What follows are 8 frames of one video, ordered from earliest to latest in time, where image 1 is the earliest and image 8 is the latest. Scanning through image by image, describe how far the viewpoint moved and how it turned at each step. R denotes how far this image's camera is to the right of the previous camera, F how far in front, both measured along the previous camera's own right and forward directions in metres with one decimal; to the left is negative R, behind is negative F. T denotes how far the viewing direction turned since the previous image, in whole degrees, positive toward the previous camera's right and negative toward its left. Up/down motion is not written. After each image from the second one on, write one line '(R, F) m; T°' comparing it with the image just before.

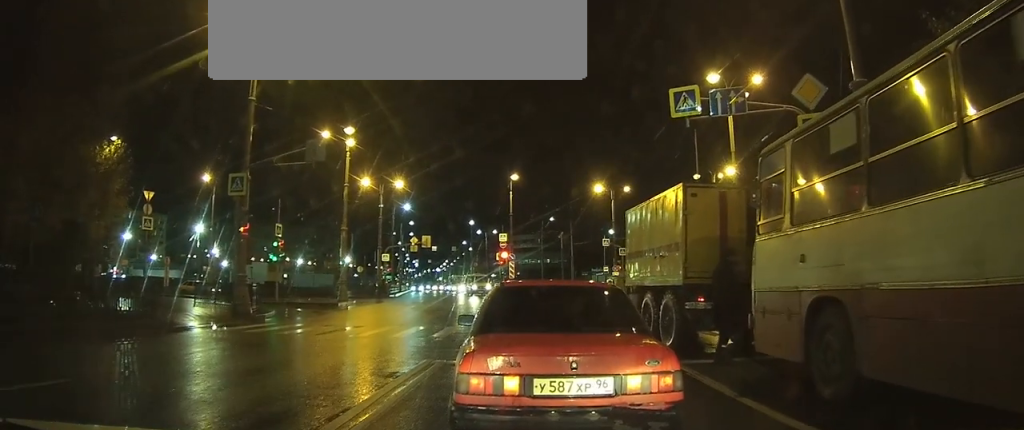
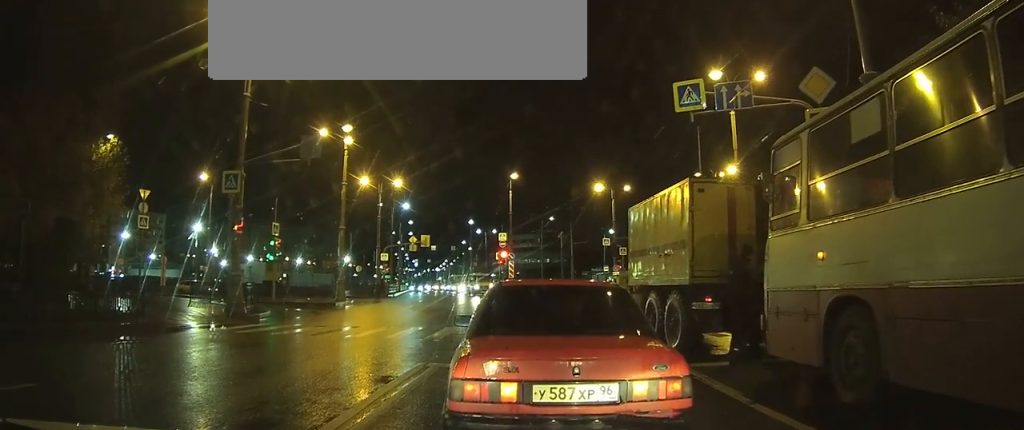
(0.0, +0.3) m; 0°
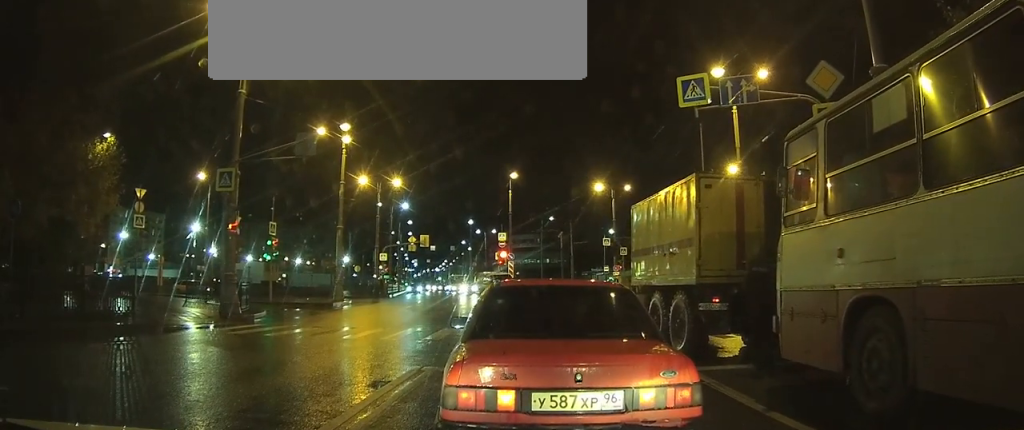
(0.0, +0.5) m; 0°
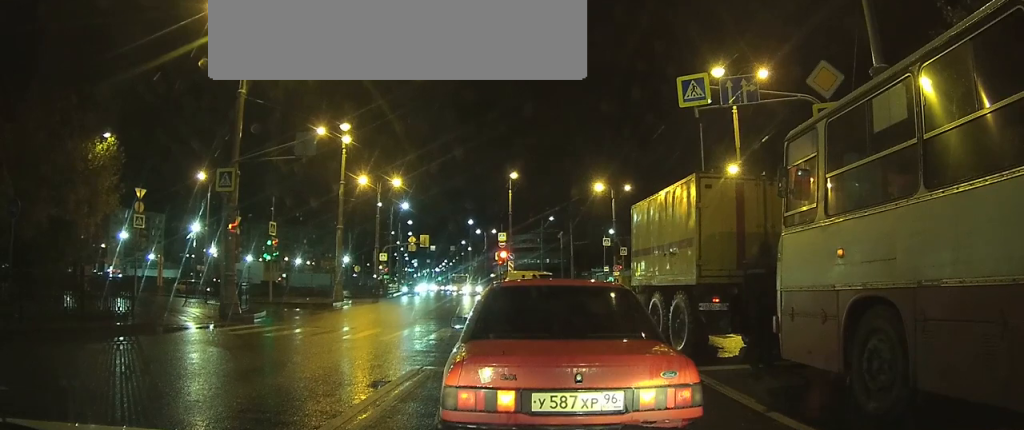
(+0.1, +0.2) m; 0°
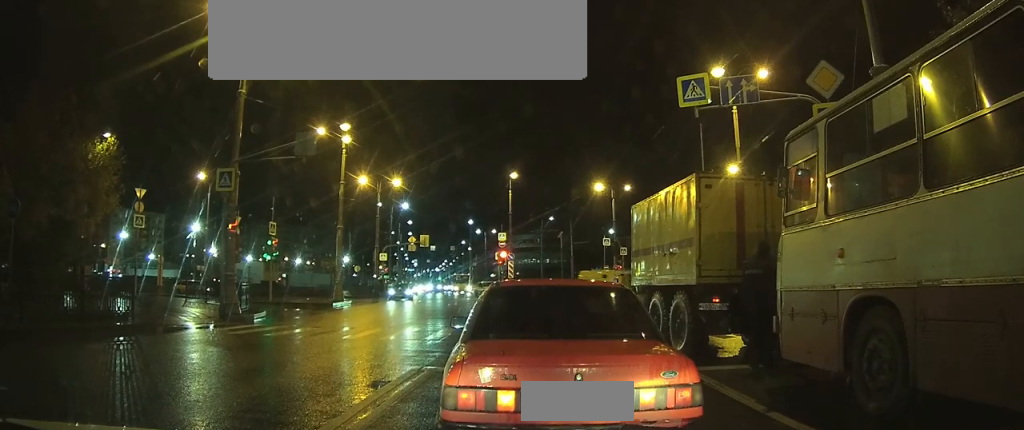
(+0.1, +0.1) m; 0°
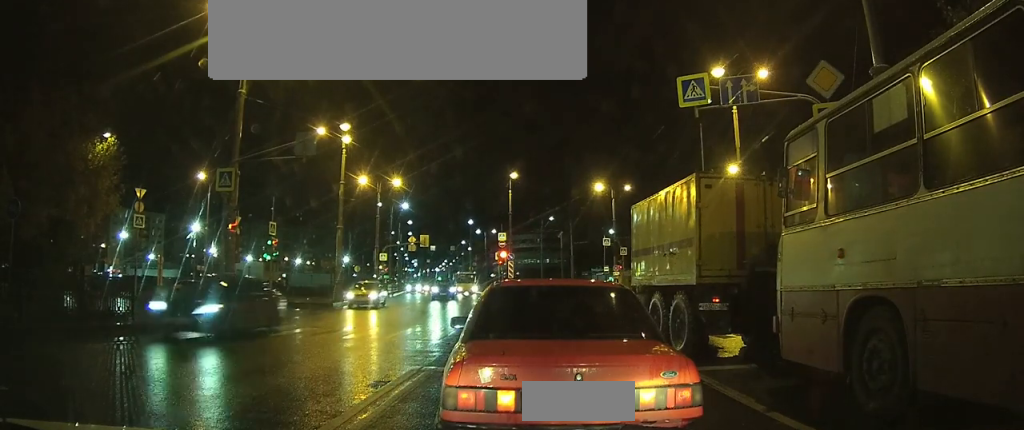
(+0.1, +0.1) m; 0°
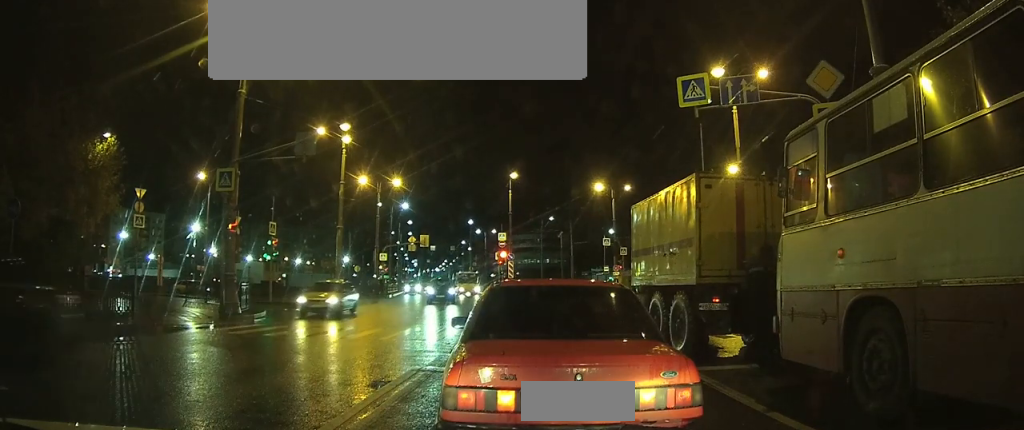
(0.0, 0.0) m; 0°
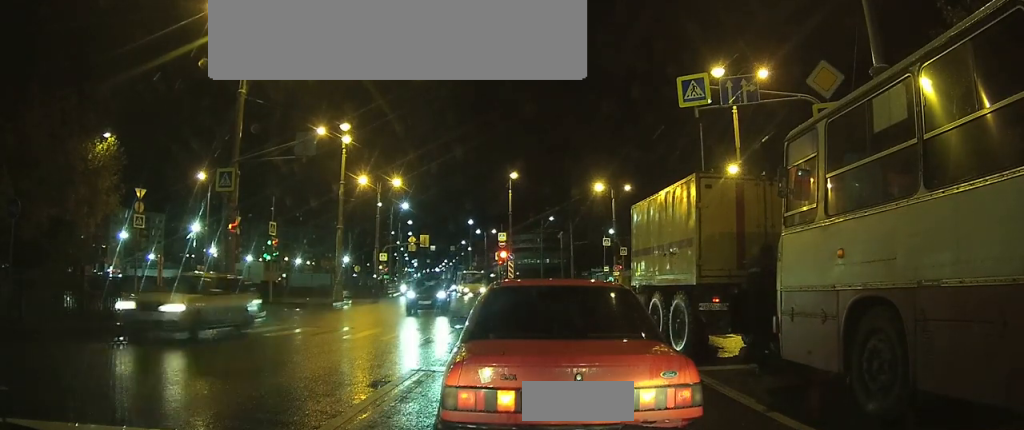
(0.0, 0.0) m; 0°
